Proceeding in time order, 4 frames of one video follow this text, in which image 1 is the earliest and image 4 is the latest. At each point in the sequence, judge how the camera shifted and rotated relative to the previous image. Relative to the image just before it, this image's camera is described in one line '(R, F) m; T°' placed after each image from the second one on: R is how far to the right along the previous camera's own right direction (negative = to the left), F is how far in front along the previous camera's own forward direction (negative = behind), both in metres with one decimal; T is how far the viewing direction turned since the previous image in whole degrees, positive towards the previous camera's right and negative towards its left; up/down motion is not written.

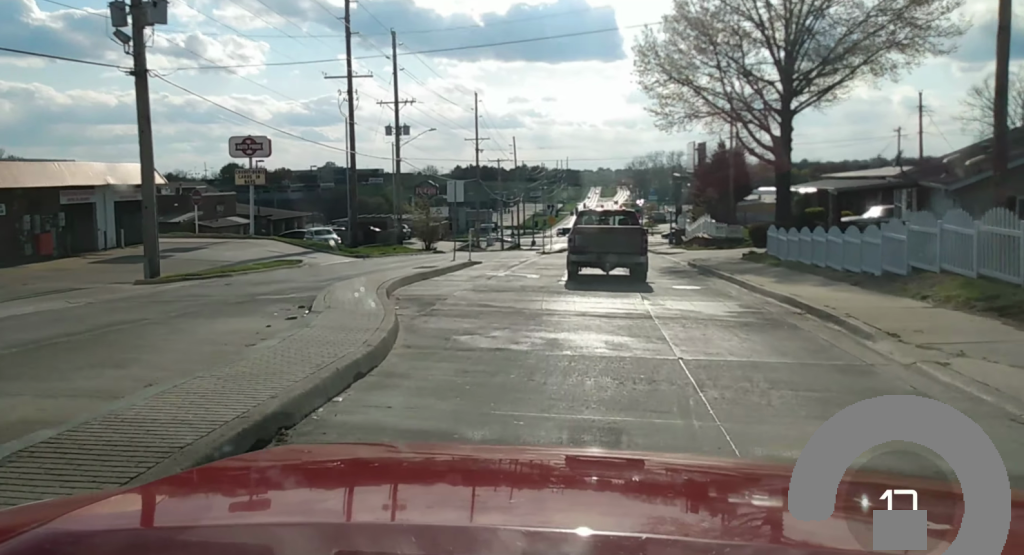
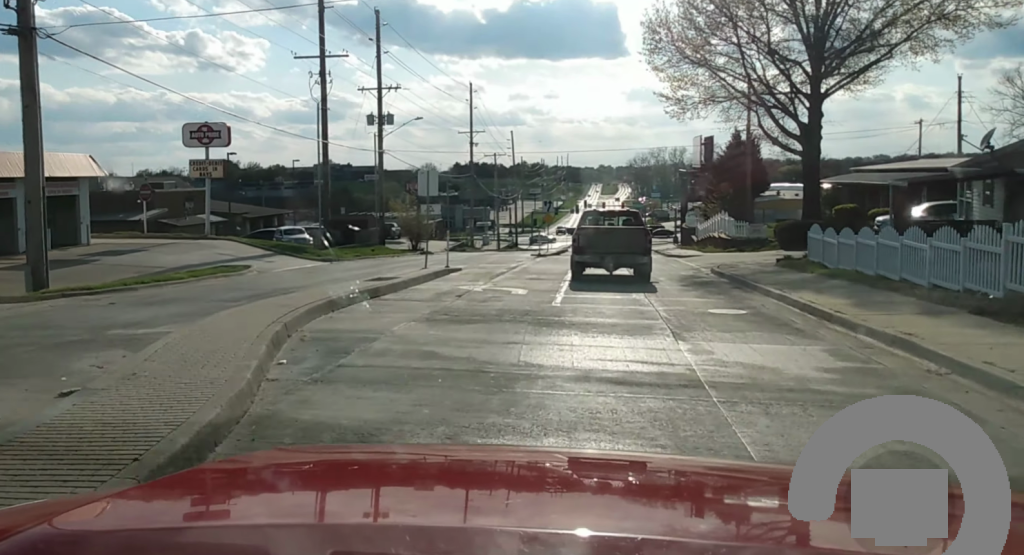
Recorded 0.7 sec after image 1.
(0.0, +6.1) m; +1°
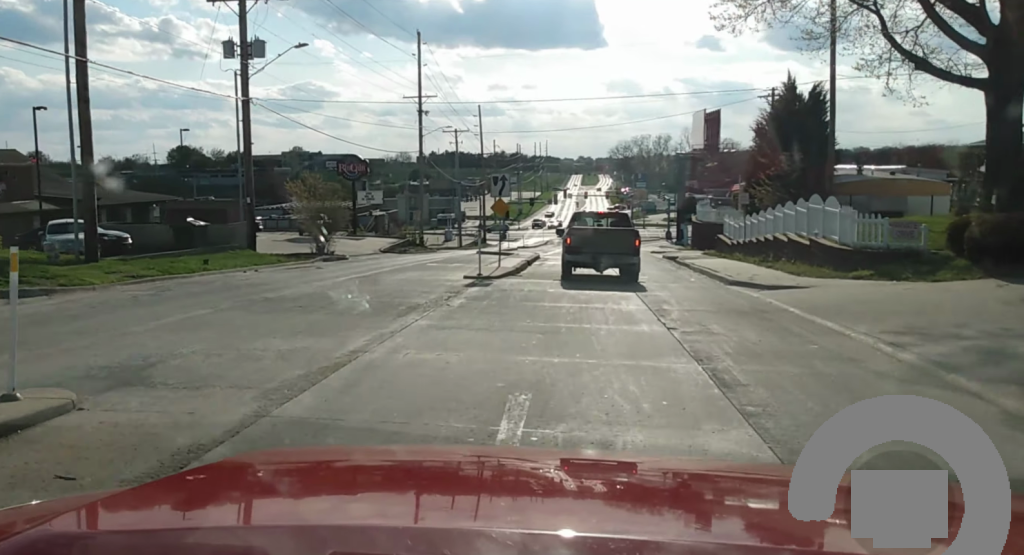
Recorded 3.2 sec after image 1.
(+1.6, +23.9) m; +5°
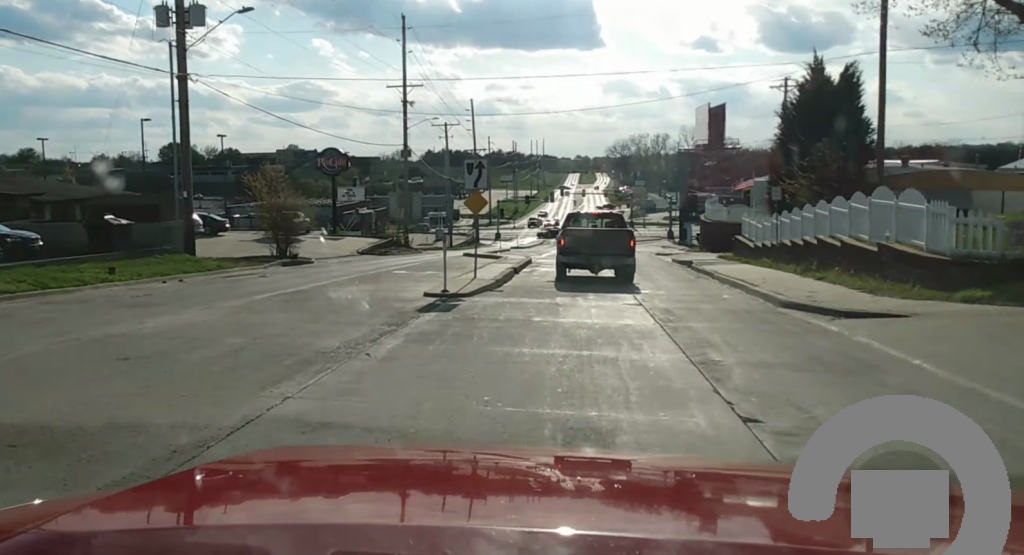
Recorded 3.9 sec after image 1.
(0.0, +6.6) m; 0°
